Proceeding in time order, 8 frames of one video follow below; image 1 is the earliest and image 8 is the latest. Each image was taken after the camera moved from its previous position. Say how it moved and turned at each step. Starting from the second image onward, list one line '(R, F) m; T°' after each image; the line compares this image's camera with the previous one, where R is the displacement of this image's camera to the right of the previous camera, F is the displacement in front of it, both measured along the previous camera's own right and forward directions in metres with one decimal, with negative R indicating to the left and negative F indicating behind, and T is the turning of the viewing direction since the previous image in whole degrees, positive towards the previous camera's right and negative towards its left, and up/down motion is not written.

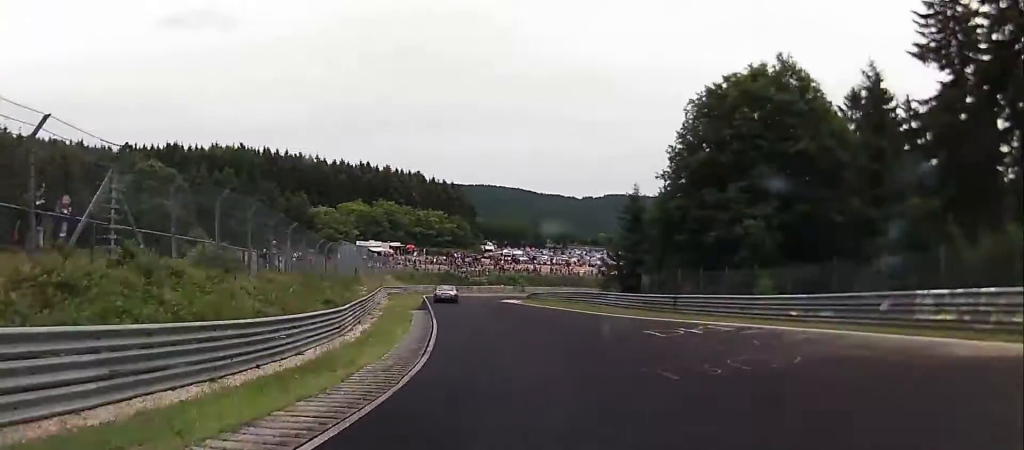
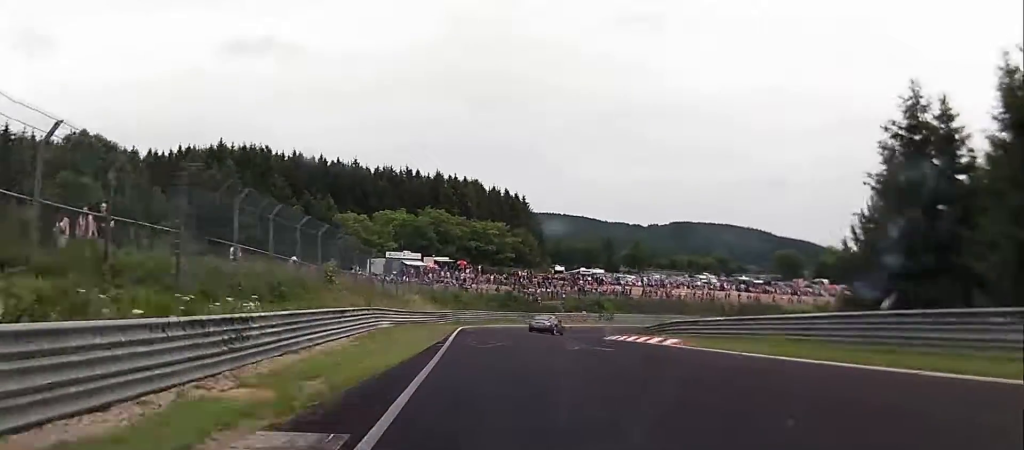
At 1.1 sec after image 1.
(-2.6, +32.8) m; -3°
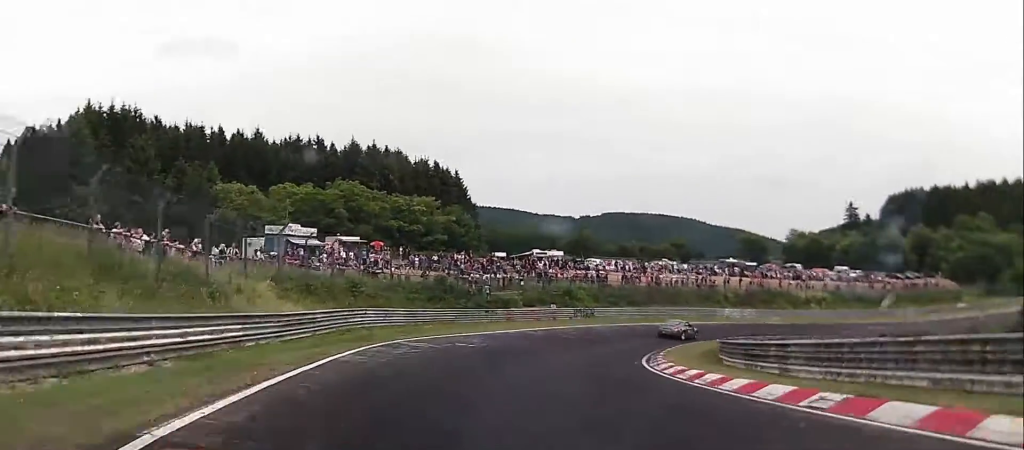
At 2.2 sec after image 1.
(+0.8, +28.9) m; +7°
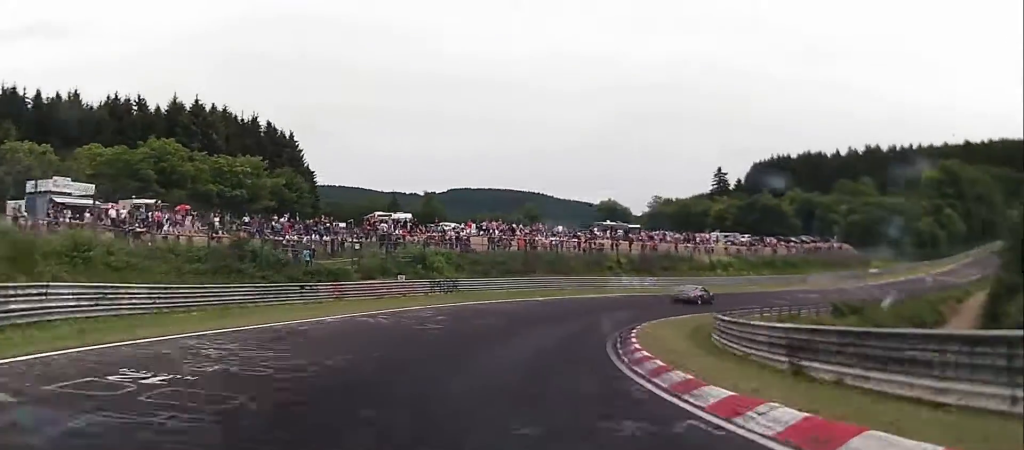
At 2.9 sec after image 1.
(+0.6, +16.8) m; +8°
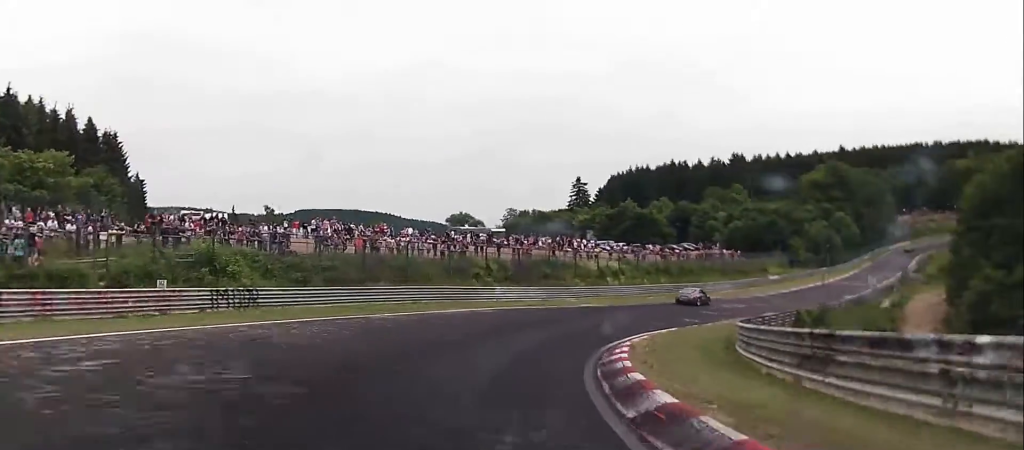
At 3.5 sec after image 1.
(+1.1, +14.9) m; +15°
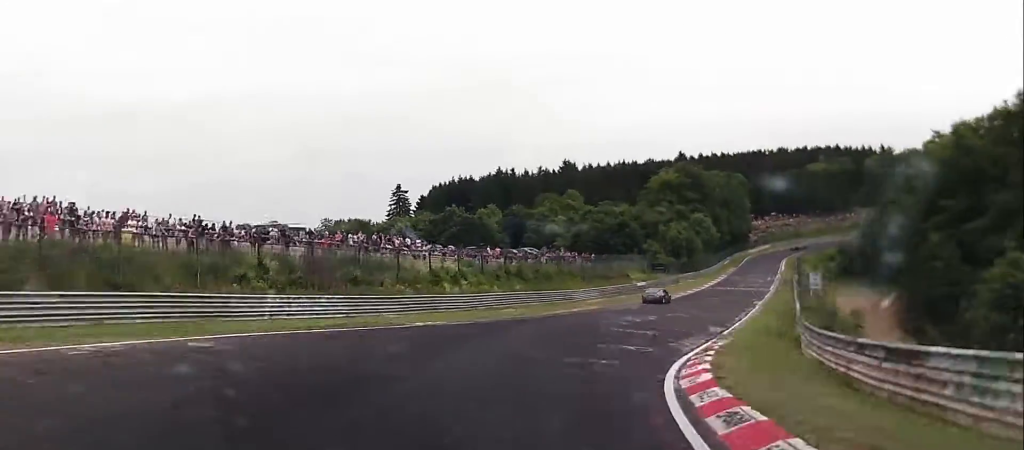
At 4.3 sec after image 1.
(+3.0, +16.9) m; +16°
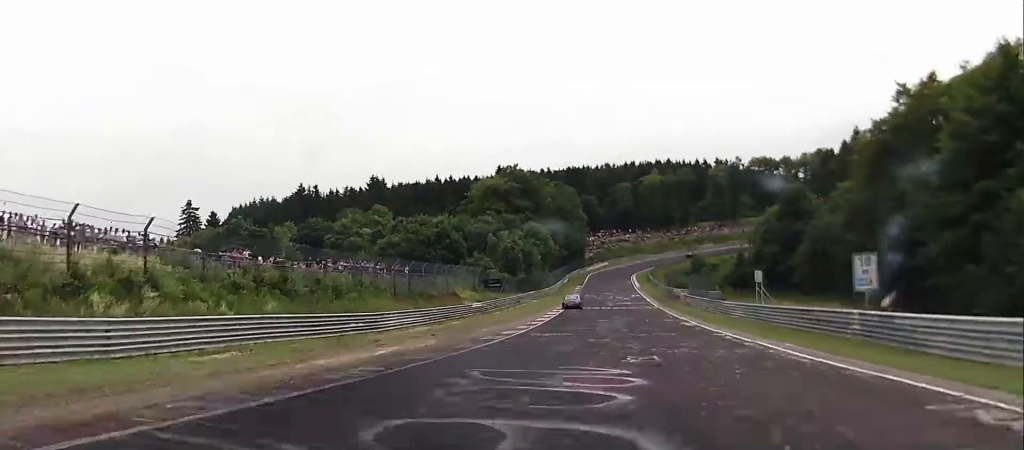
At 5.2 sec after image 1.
(+5.1, +25.3) m; +16°
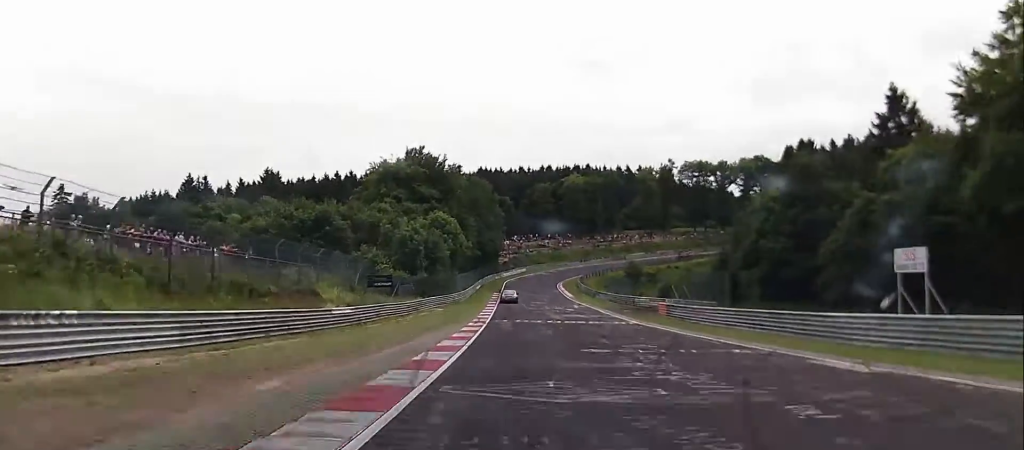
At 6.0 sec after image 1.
(+1.6, +25.5) m; +6°
